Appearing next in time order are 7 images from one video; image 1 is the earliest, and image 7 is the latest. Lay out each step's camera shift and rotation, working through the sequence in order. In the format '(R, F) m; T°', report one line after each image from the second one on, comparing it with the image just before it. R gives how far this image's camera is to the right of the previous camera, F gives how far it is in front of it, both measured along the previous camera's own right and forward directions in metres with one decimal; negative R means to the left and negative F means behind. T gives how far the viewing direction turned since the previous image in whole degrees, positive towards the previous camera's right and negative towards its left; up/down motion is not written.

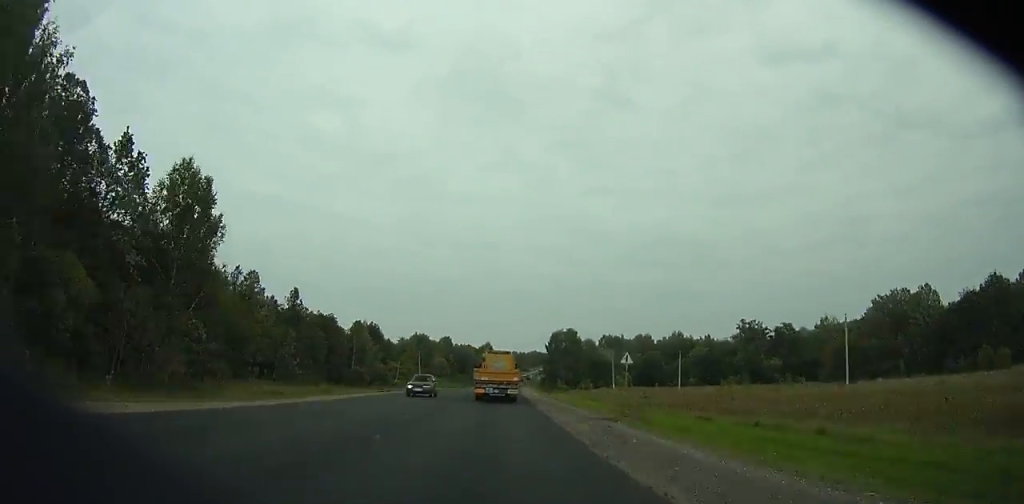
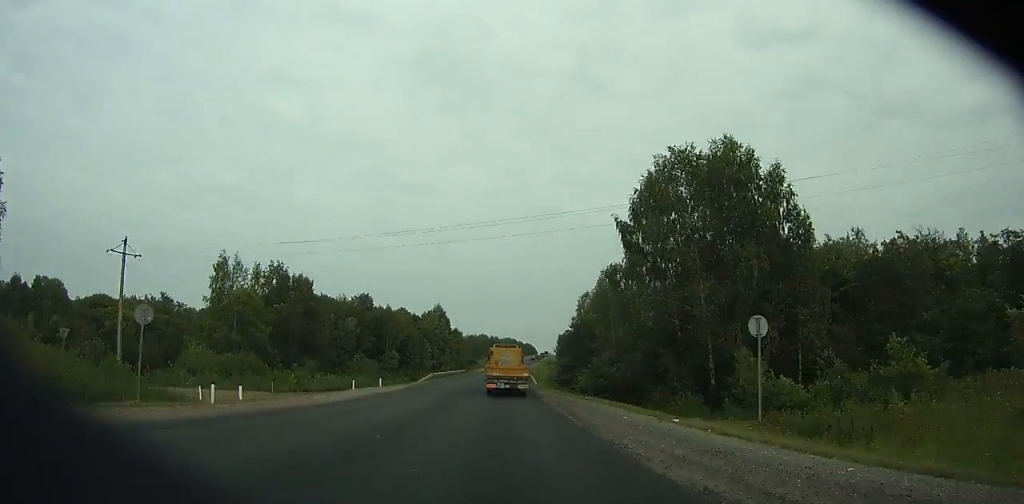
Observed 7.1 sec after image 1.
(+4.6, +162.0) m; +3°
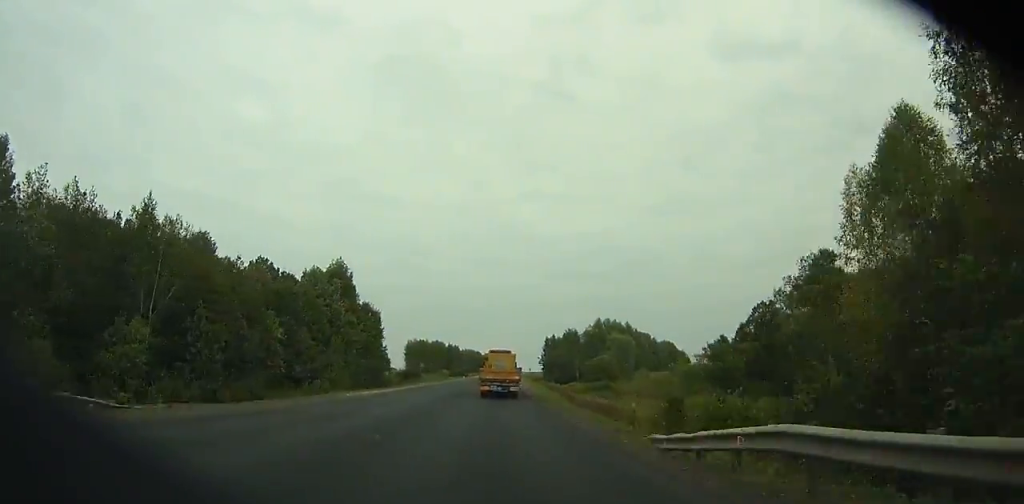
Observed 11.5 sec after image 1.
(+2.4, +101.5) m; +3°
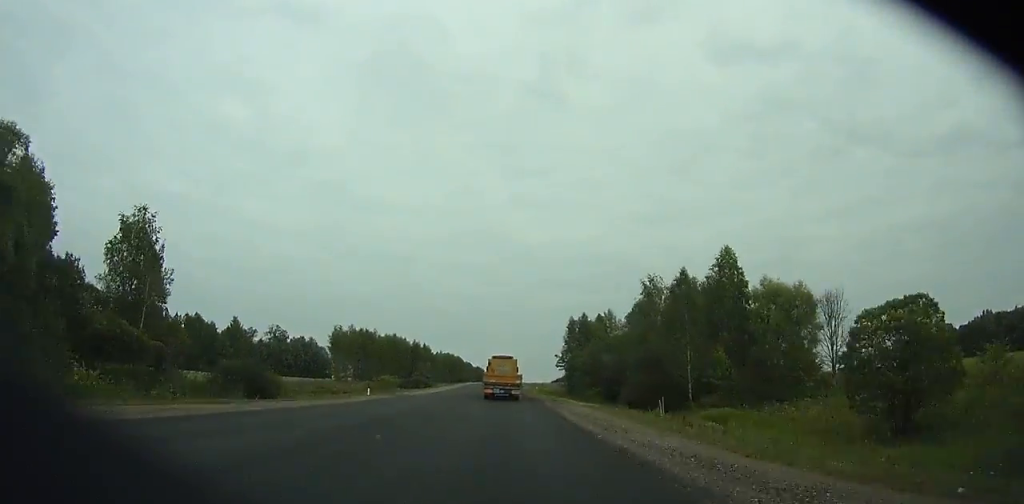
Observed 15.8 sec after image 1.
(+2.0, +98.8) m; +2°
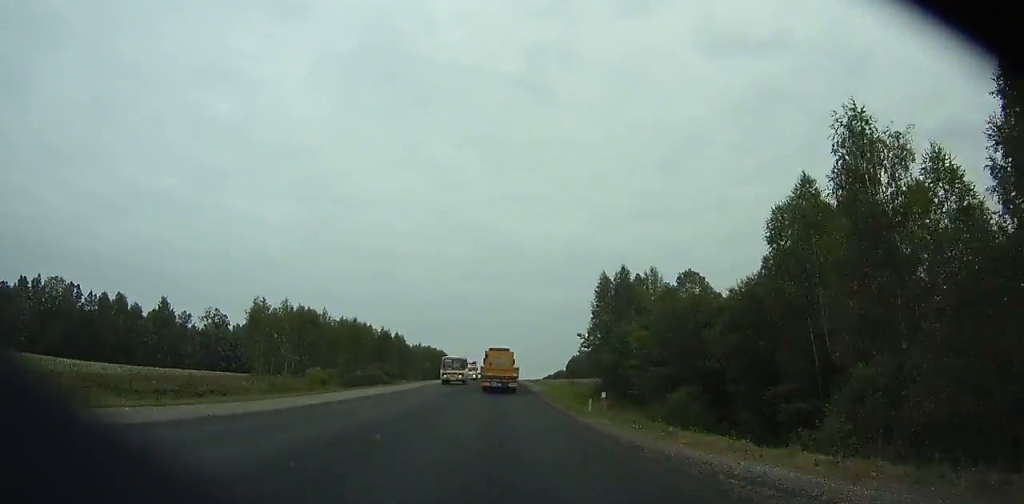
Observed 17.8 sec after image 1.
(+0.3, +45.6) m; +1°
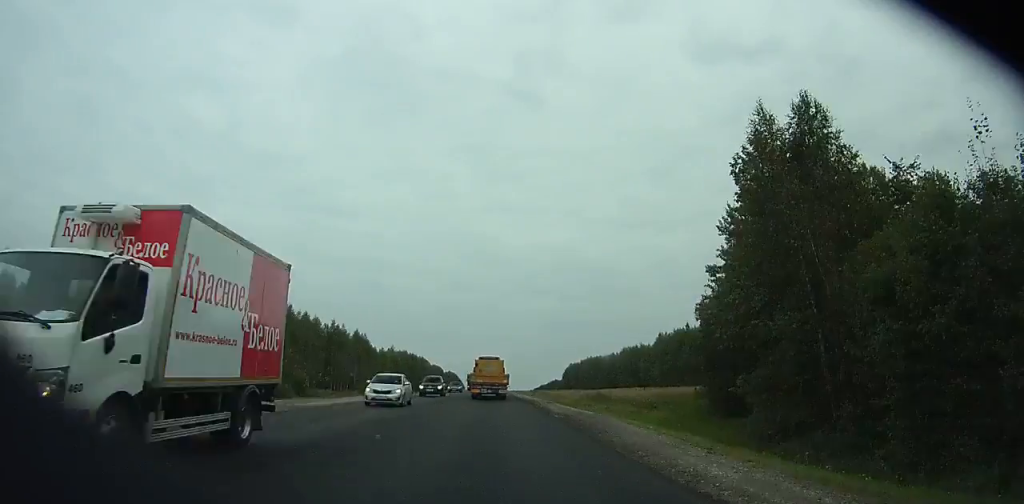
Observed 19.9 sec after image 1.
(+0.5, +47.8) m; +1°
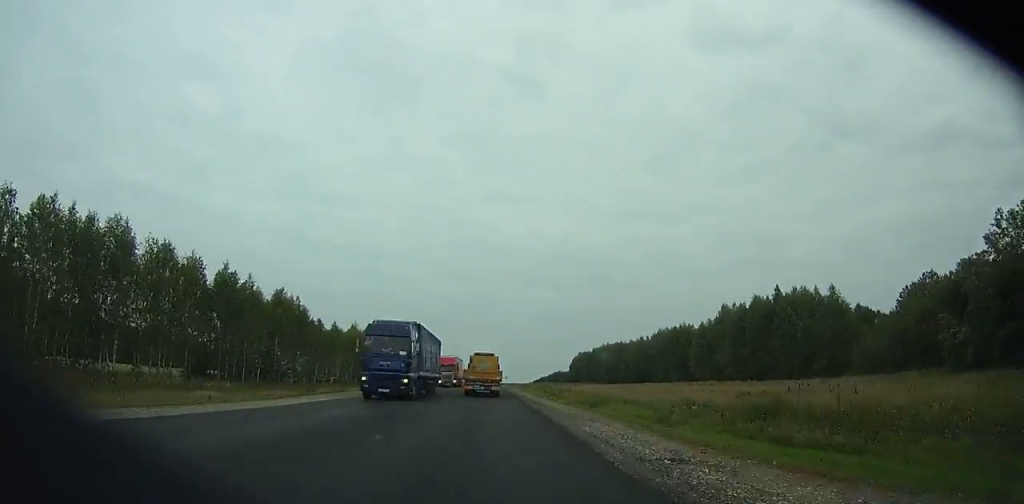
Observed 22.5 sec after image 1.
(+0.5, +58.9) m; 0°
